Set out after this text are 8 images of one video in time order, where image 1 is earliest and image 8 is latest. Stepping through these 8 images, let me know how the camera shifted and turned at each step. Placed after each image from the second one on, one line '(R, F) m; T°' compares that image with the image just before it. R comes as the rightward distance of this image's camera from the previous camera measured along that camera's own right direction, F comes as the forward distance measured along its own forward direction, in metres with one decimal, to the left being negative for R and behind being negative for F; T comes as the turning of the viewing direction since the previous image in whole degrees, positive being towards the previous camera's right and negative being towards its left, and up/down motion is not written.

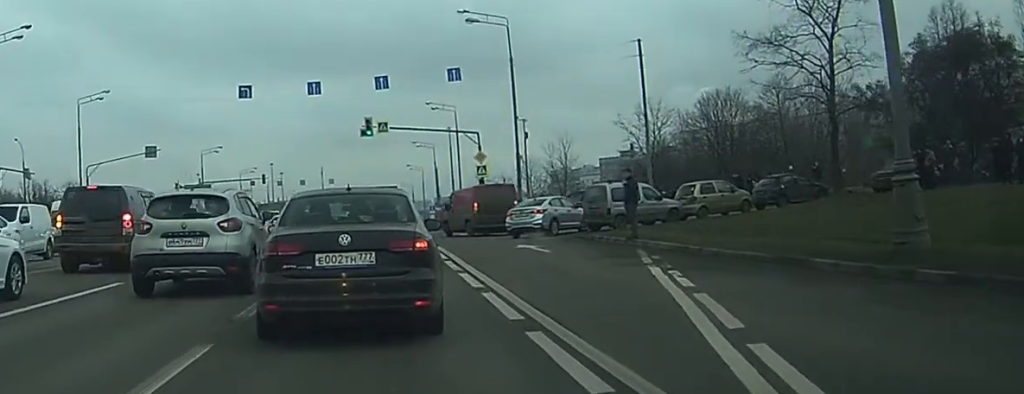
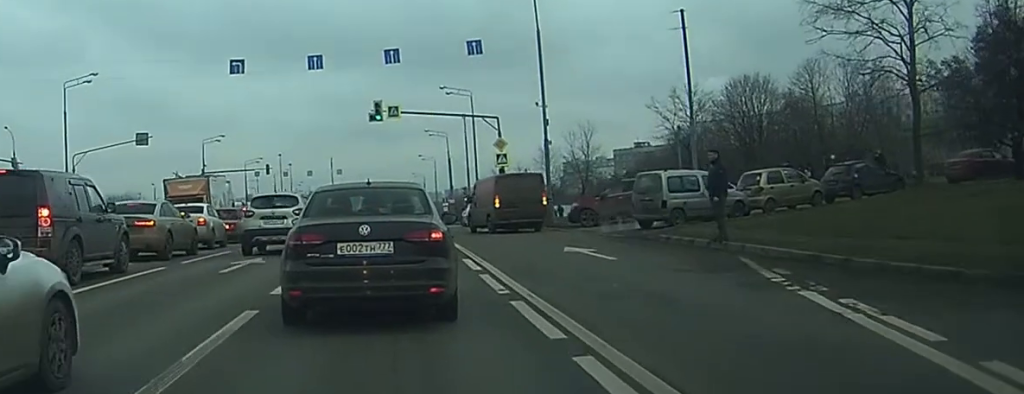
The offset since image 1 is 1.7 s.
(-0.2, +5.8) m; -3°
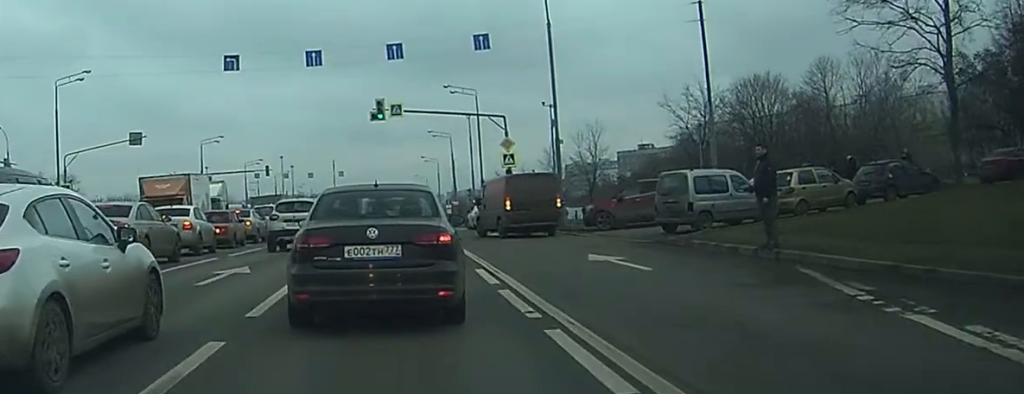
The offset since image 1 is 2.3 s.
(0.0, +2.2) m; -1°
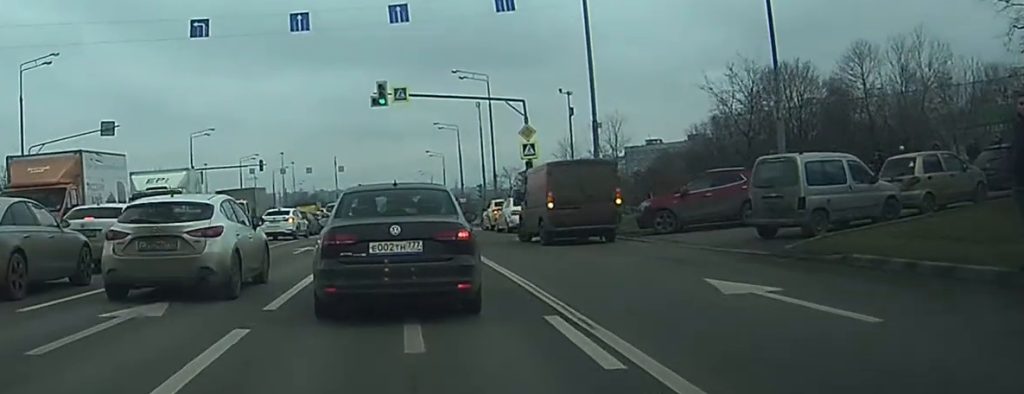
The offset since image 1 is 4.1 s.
(-0.1, +6.9) m; +1°
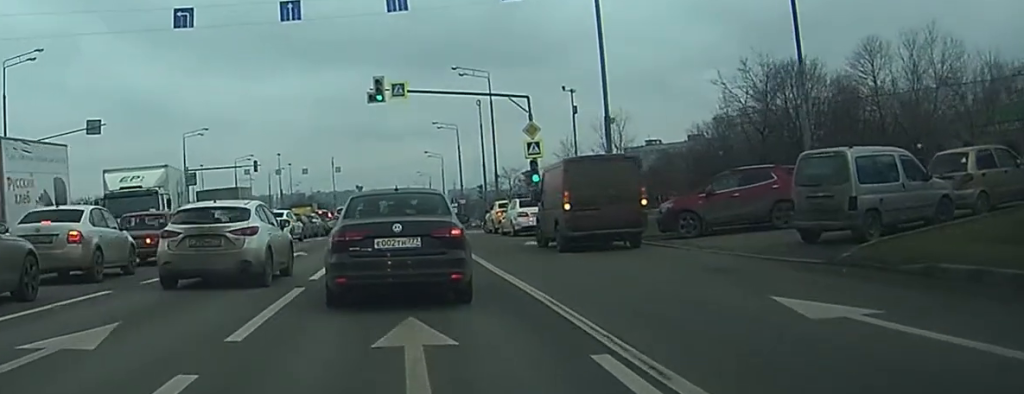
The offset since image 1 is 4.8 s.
(+0.1, +2.7) m; +1°
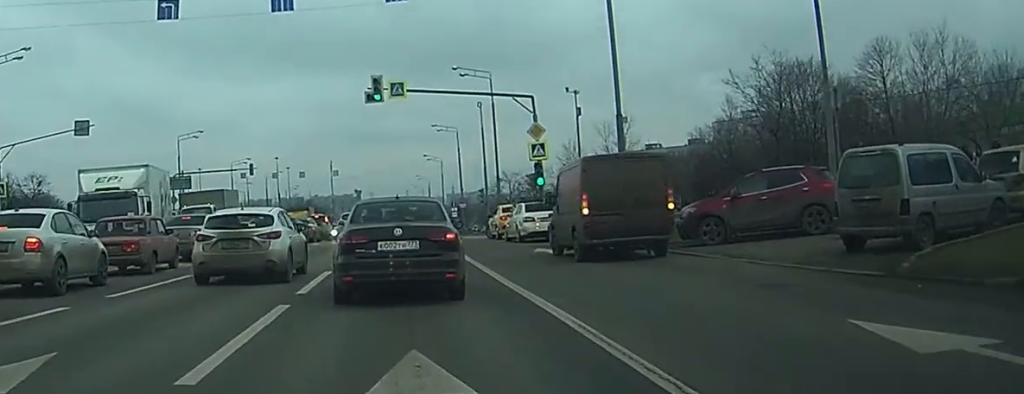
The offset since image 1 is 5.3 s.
(0.0, +2.2) m; +1°
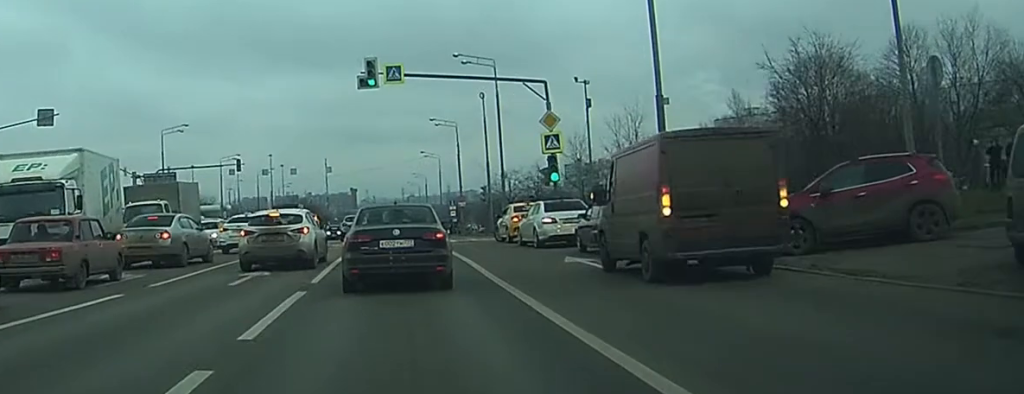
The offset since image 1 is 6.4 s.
(0.0, +5.5) m; -1°
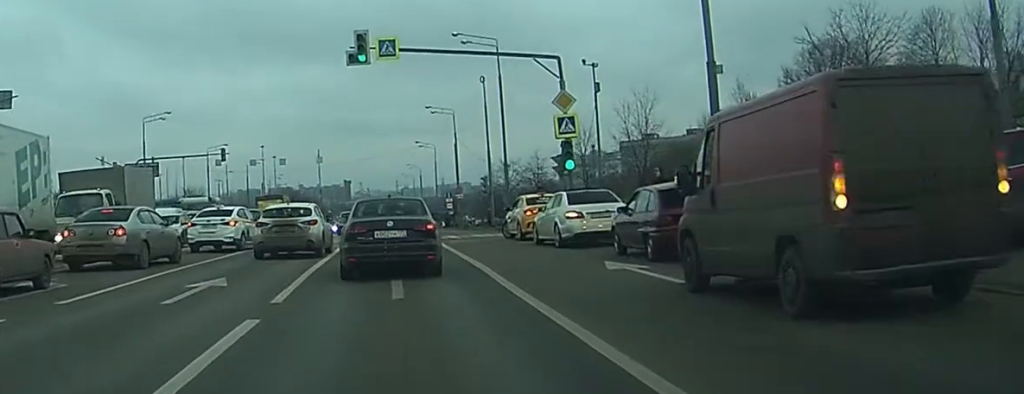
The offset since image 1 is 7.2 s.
(0.0, +4.5) m; -1°
